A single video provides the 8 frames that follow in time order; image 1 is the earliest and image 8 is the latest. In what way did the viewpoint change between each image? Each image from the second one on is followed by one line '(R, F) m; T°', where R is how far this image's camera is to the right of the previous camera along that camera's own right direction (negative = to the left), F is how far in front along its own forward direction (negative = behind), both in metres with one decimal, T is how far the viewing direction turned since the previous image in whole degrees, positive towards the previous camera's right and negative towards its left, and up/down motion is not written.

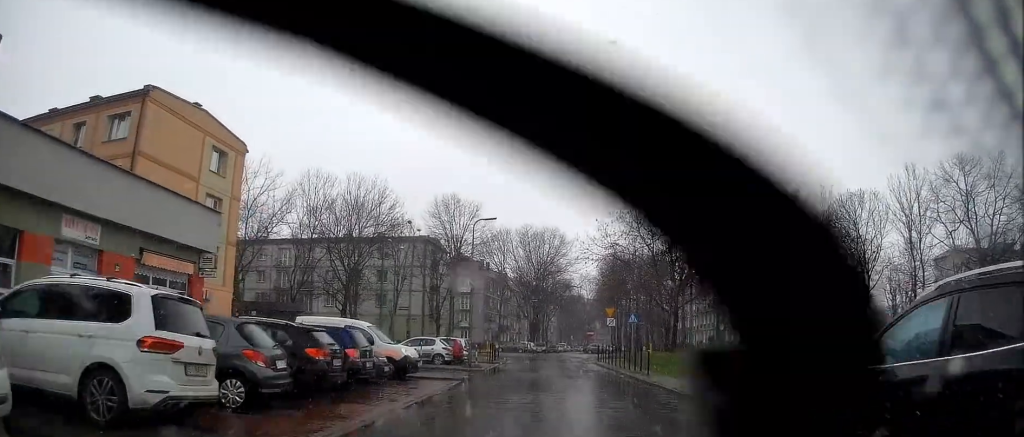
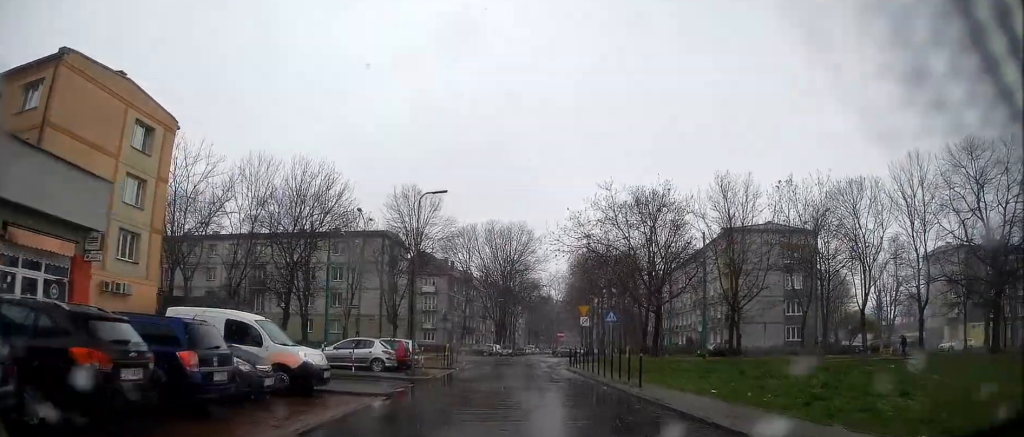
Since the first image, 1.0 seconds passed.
(0.0, +5.4) m; 0°
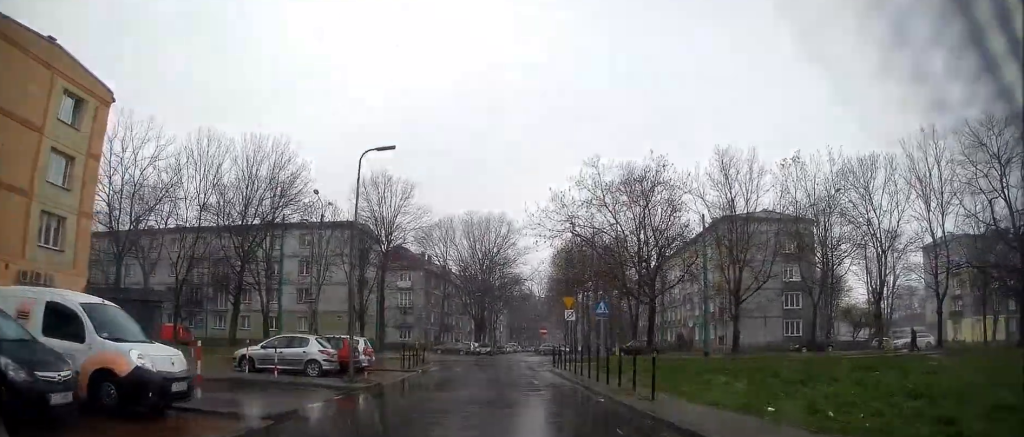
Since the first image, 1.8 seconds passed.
(0.0, +5.1) m; 0°
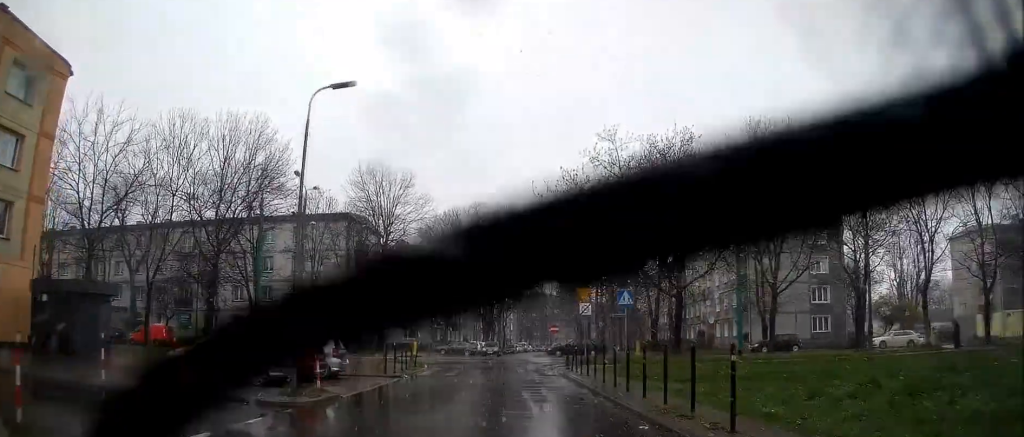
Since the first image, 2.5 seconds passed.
(0.0, +4.7) m; 0°
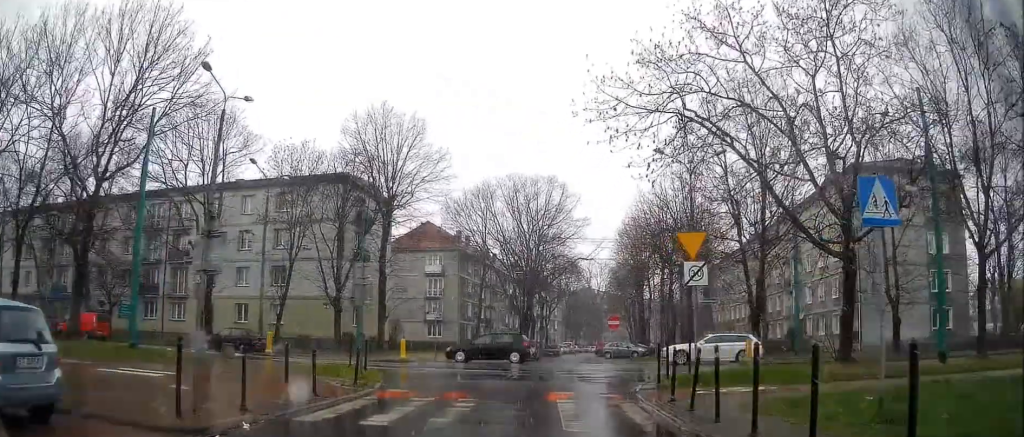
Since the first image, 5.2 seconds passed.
(-0.3, +16.7) m; 0°
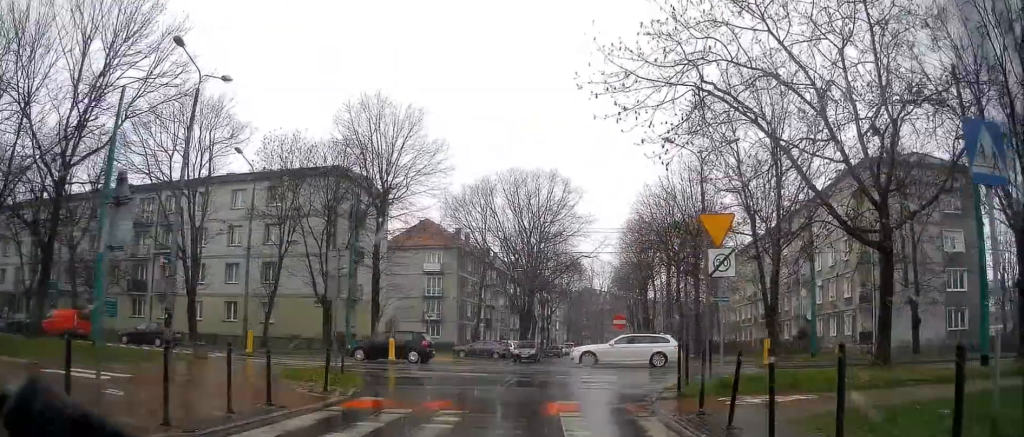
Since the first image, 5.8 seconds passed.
(0.0, +2.8) m; -1°
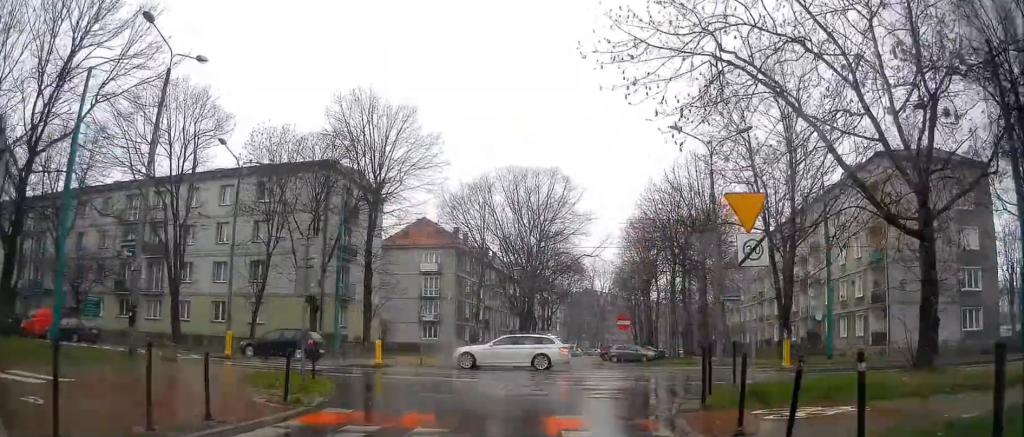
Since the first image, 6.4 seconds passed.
(+0.1, +2.8) m; -2°
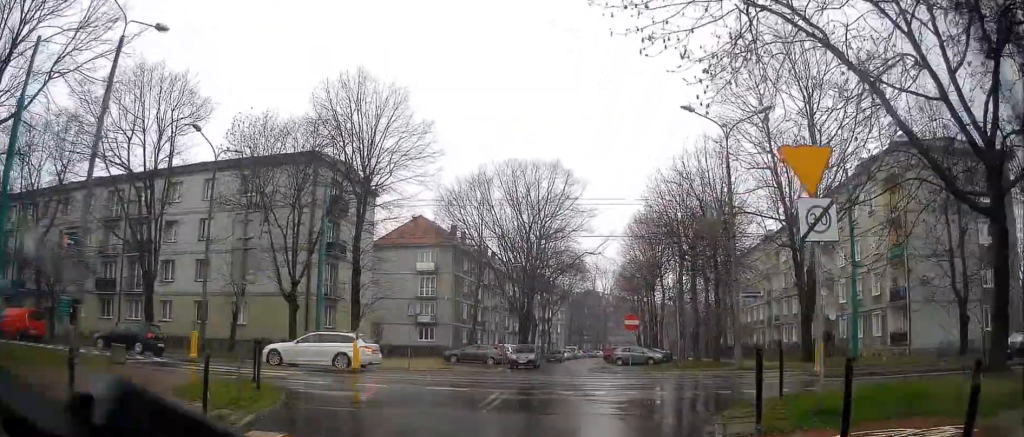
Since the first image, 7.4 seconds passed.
(-0.3, +3.5) m; -2°
